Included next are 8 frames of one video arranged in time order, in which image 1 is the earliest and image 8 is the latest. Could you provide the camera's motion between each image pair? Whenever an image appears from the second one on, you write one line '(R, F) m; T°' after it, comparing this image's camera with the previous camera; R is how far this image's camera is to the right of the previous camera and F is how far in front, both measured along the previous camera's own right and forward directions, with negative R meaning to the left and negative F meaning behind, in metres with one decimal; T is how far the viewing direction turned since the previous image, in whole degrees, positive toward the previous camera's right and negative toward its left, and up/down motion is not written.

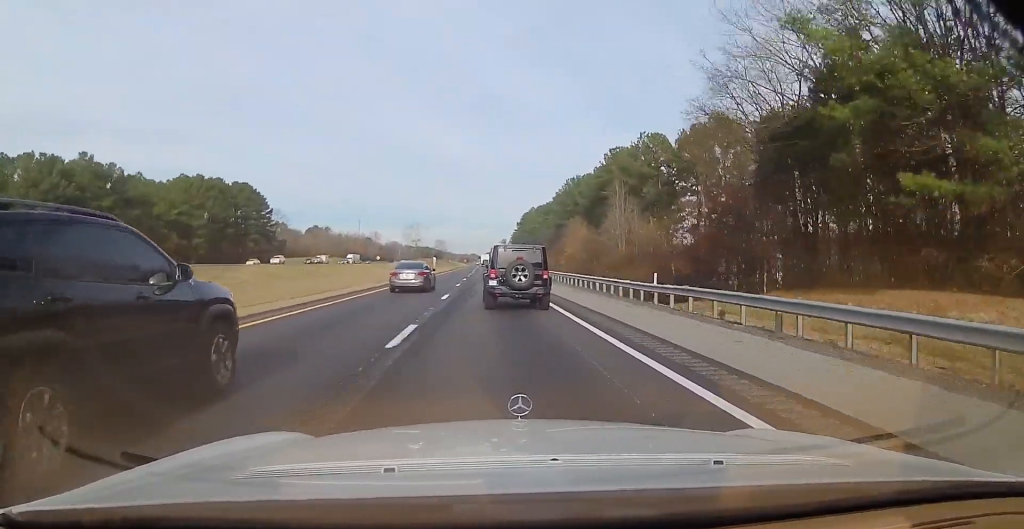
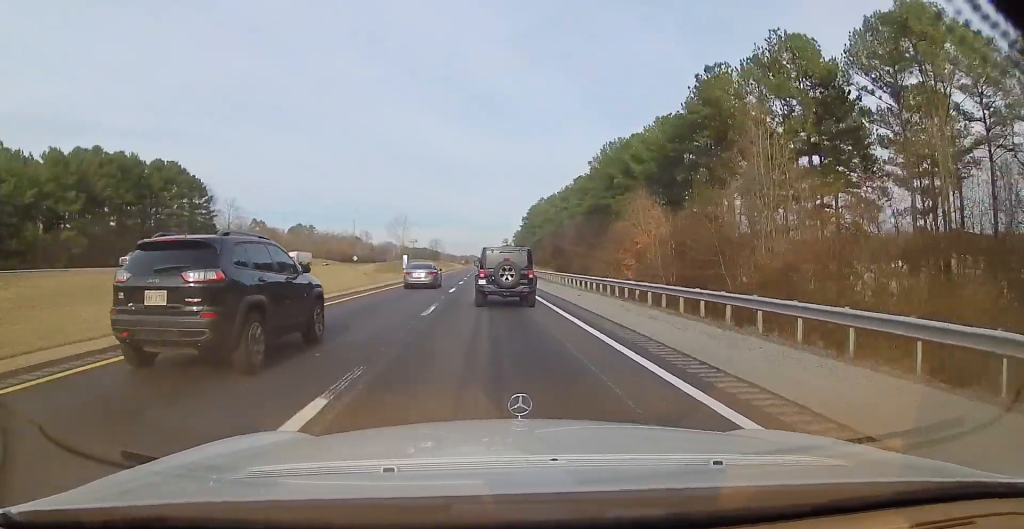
(-0.3, +43.5) m; 0°
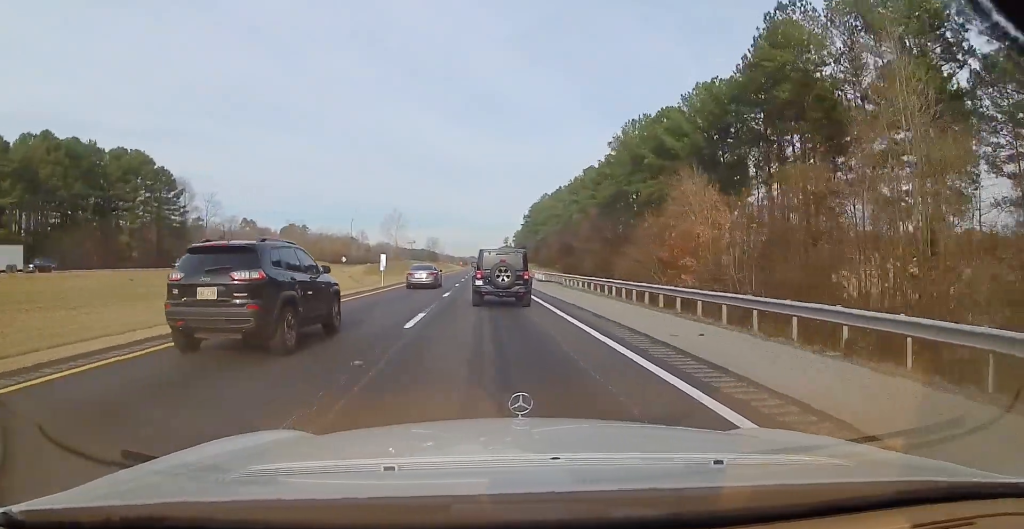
(+0.1, +15.2) m; 0°
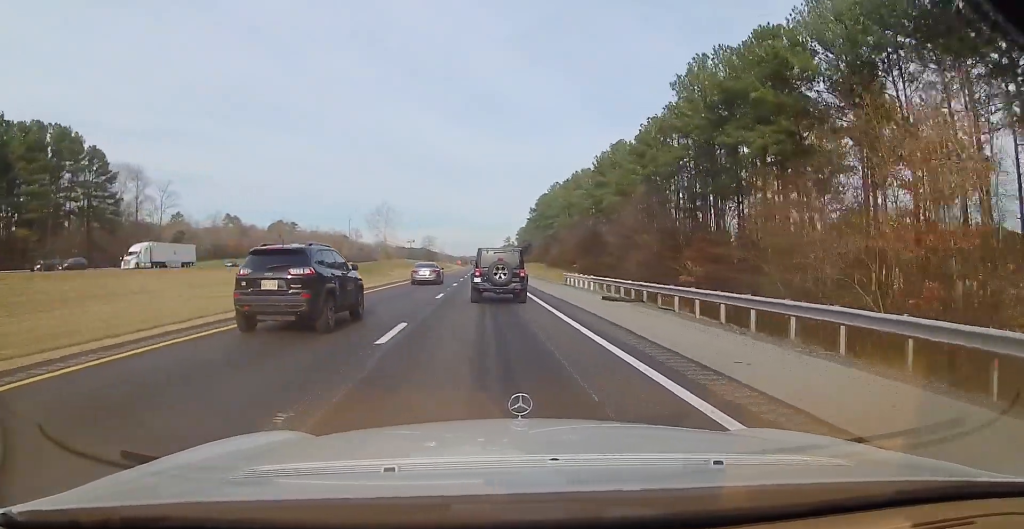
(+0.1, +27.0) m; 0°
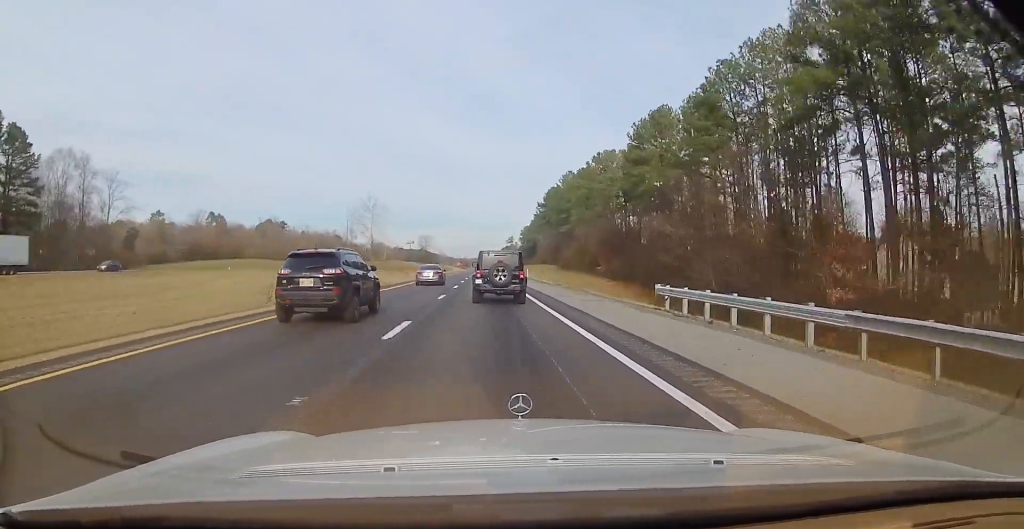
(0.0, +23.6) m; 0°
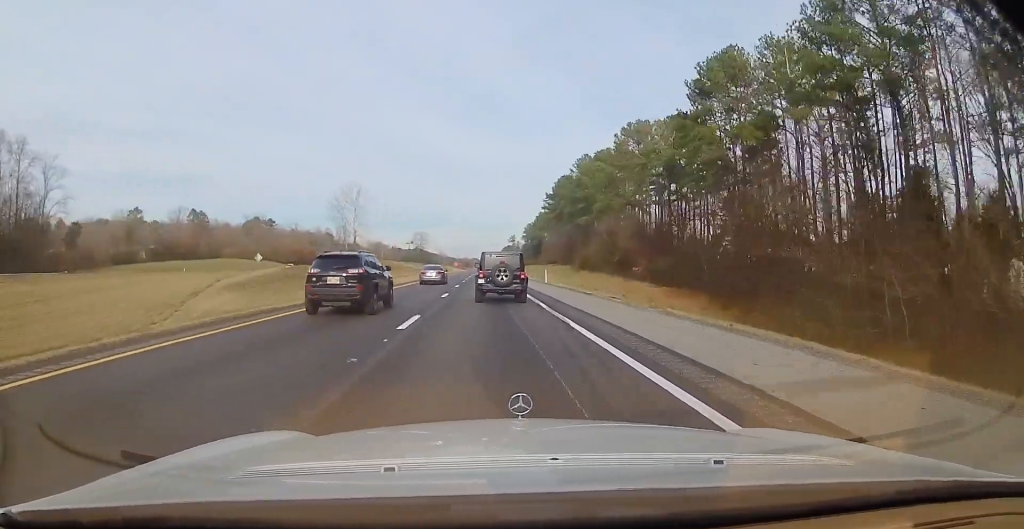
(-0.3, +22.4) m; 0°
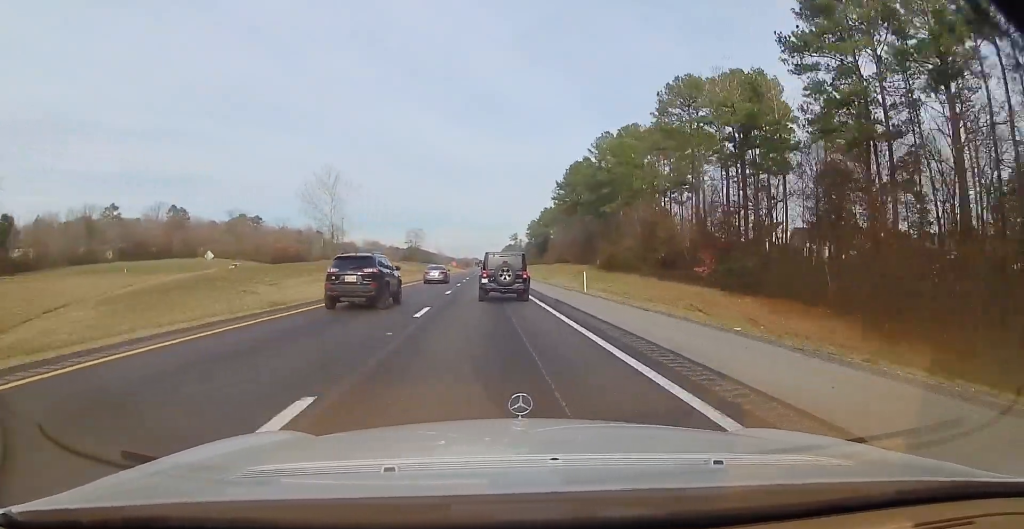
(+0.1, +21.5) m; +1°
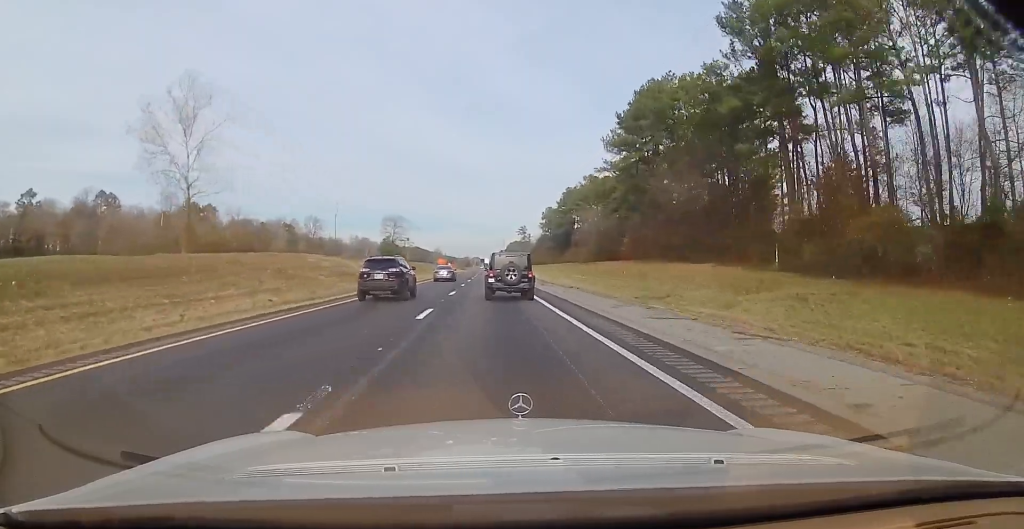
(+0.6, +61.0) m; 0°
